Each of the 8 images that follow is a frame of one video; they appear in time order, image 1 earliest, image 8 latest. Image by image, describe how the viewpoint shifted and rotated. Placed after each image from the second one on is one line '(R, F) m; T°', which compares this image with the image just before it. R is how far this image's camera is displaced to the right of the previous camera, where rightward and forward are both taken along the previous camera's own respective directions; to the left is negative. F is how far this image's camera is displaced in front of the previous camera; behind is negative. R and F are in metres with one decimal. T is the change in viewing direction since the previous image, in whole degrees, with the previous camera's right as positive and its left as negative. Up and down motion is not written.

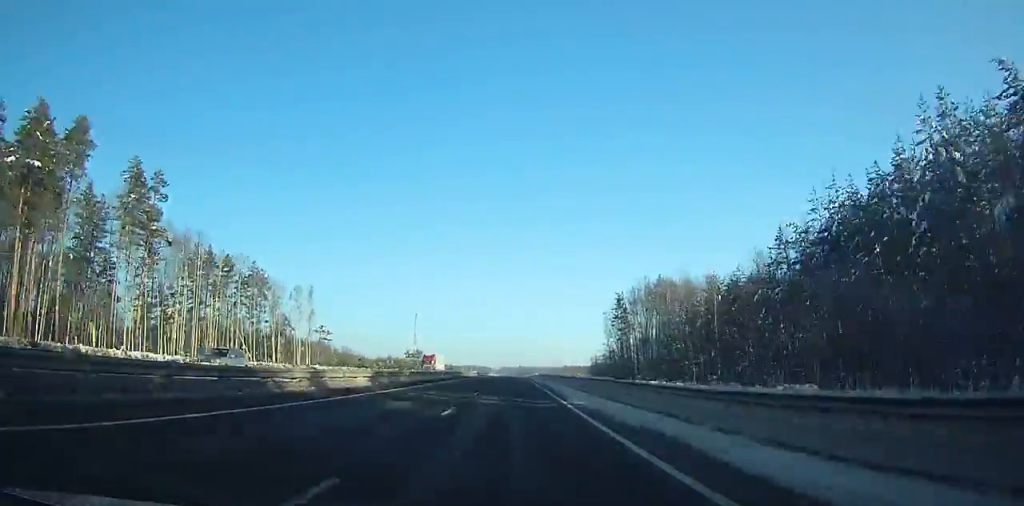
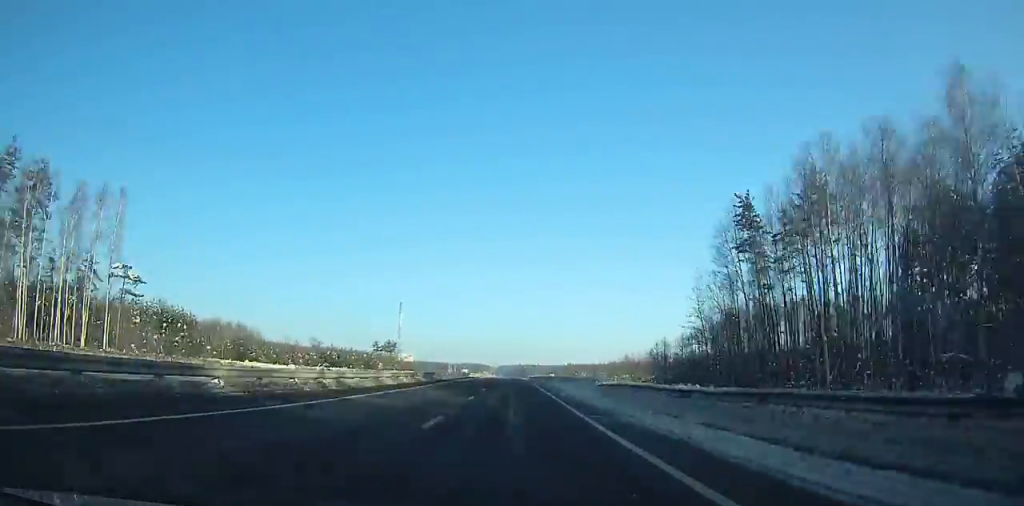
(+0.2, +74.4) m; 0°
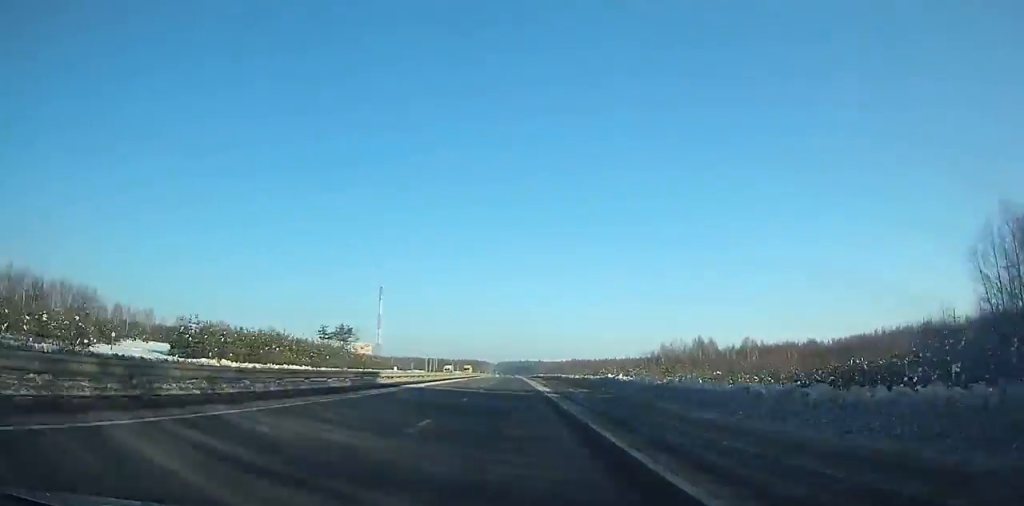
(+0.1, +74.5) m; 0°
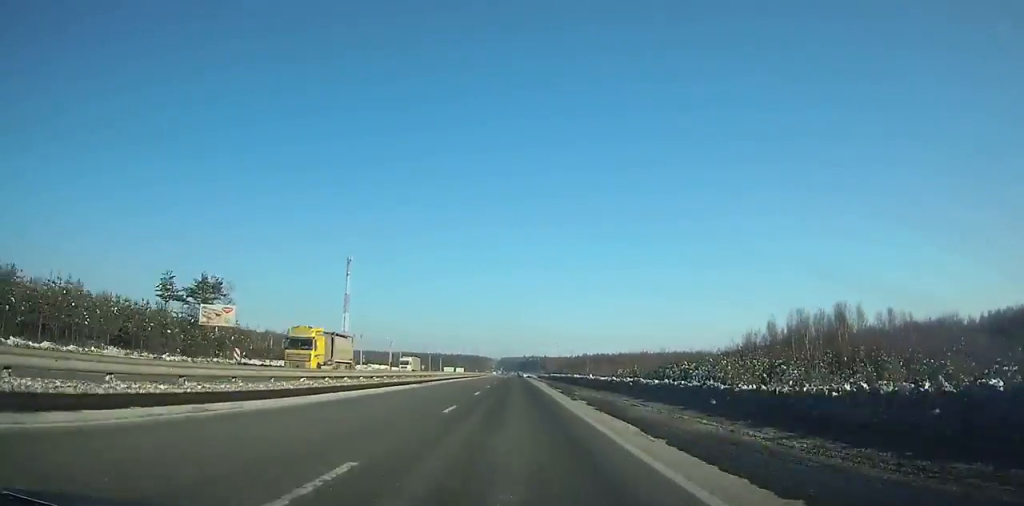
(-0.3, +91.4) m; 0°
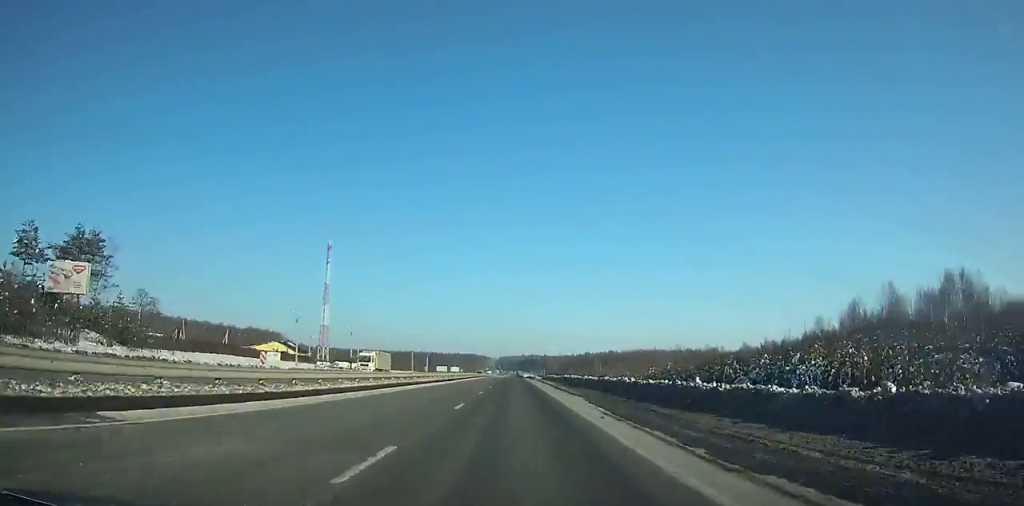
(0.0, +34.3) m; 0°
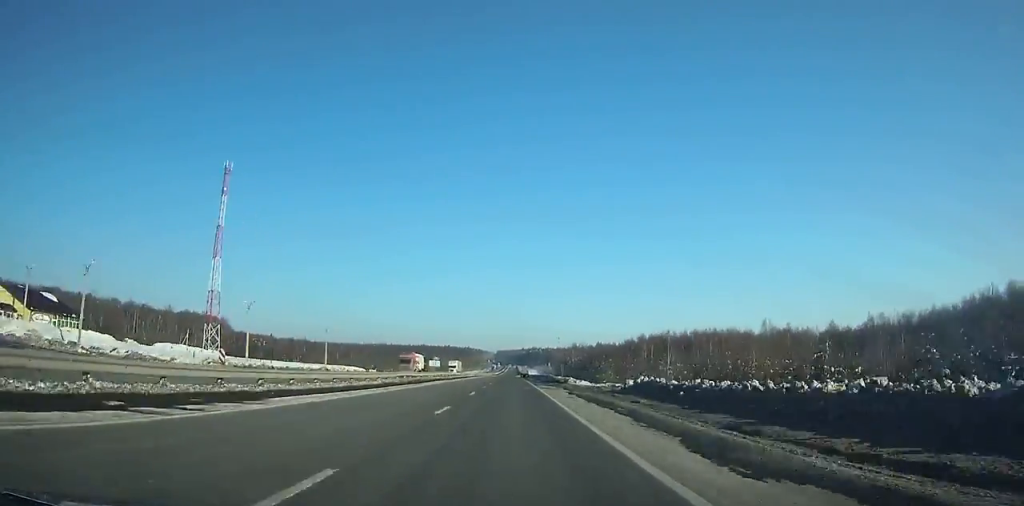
(-0.7, +107.0) m; -1°
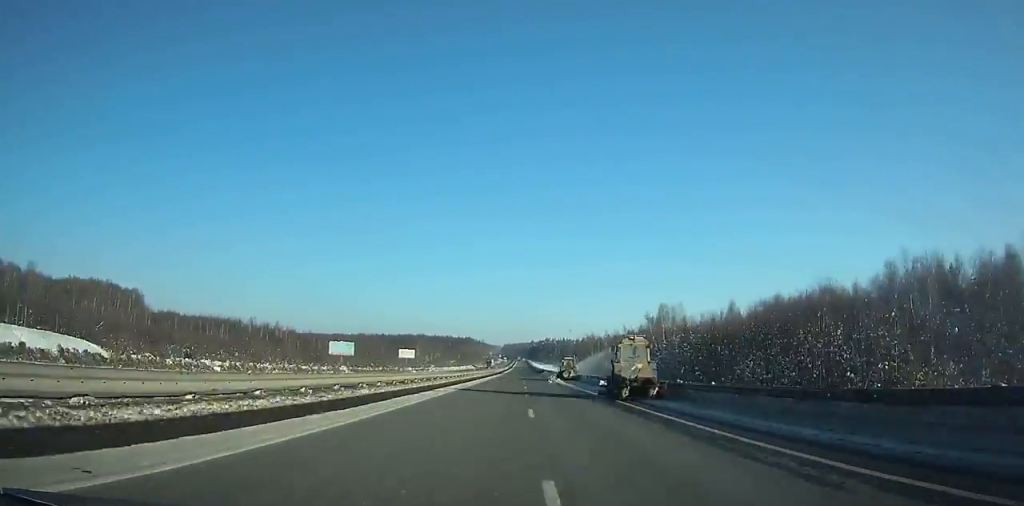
(-0.1, +113.7) m; +1°
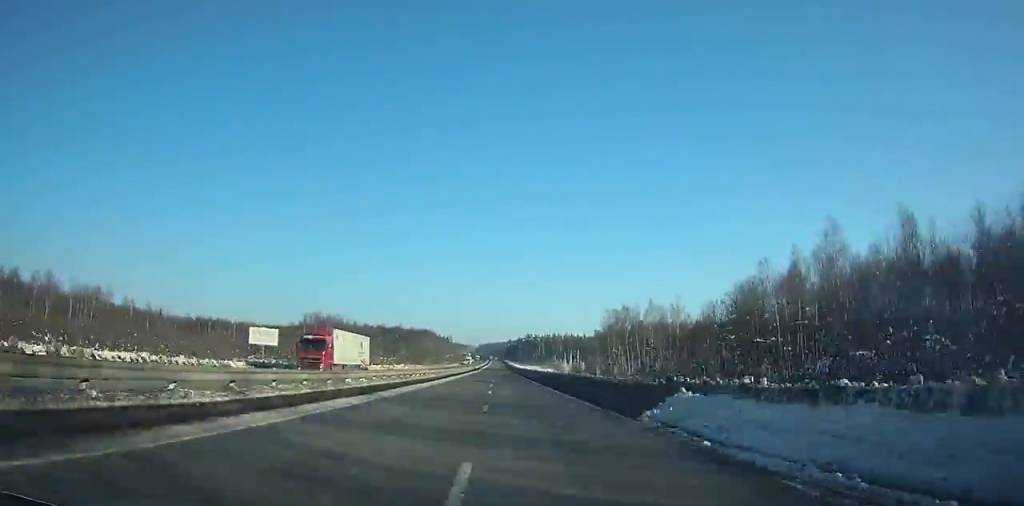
(+1.9, +108.6) m; +1°
